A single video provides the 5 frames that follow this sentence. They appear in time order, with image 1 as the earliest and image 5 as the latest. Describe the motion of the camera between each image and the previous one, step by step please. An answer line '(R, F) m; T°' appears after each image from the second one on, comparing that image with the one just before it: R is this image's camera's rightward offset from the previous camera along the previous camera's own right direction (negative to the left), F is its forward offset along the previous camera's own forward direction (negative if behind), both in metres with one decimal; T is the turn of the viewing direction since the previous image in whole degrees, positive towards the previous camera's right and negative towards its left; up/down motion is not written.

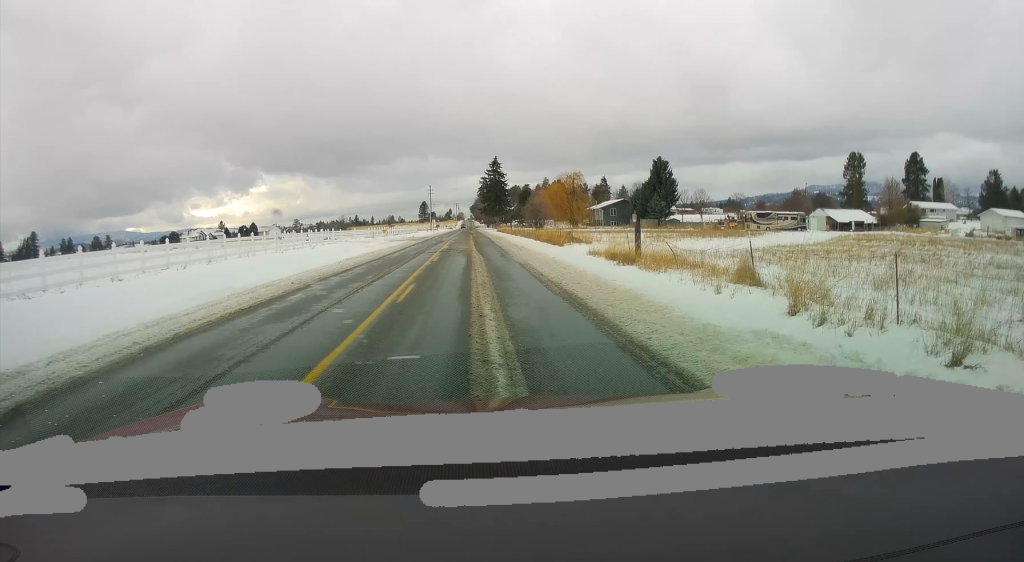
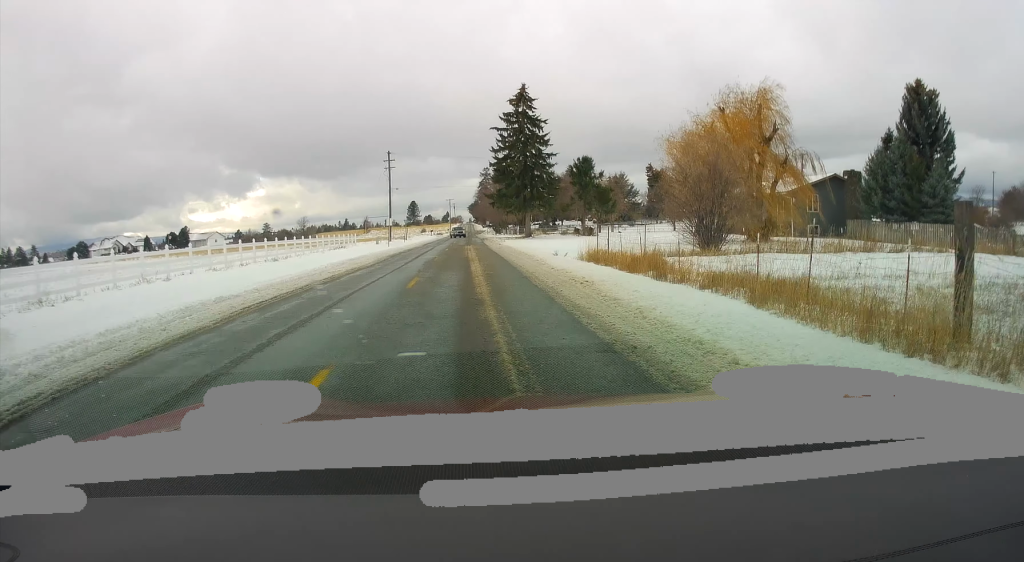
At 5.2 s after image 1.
(+2.5, +81.2) m; +2°
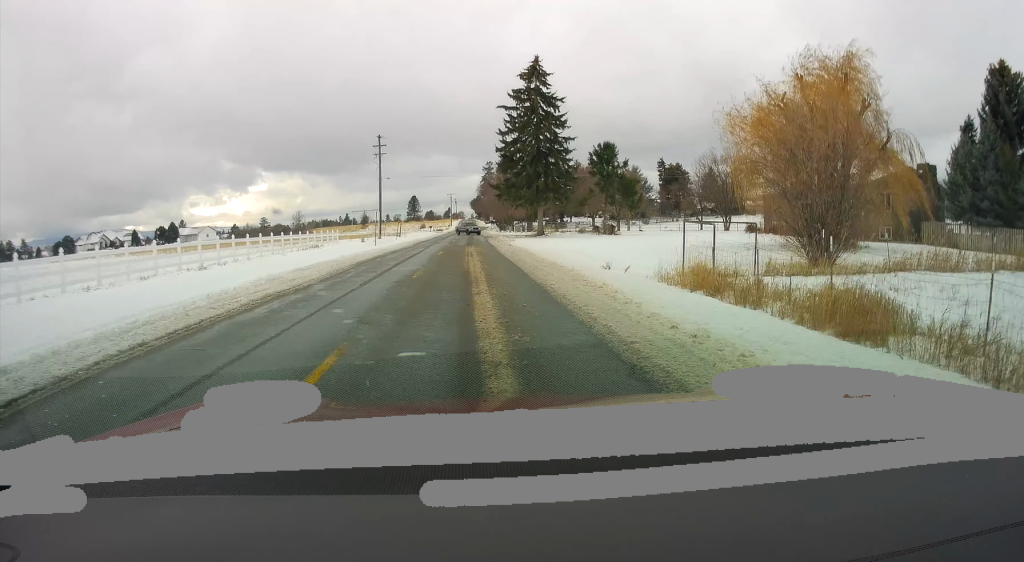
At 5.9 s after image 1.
(0.0, +11.0) m; 0°
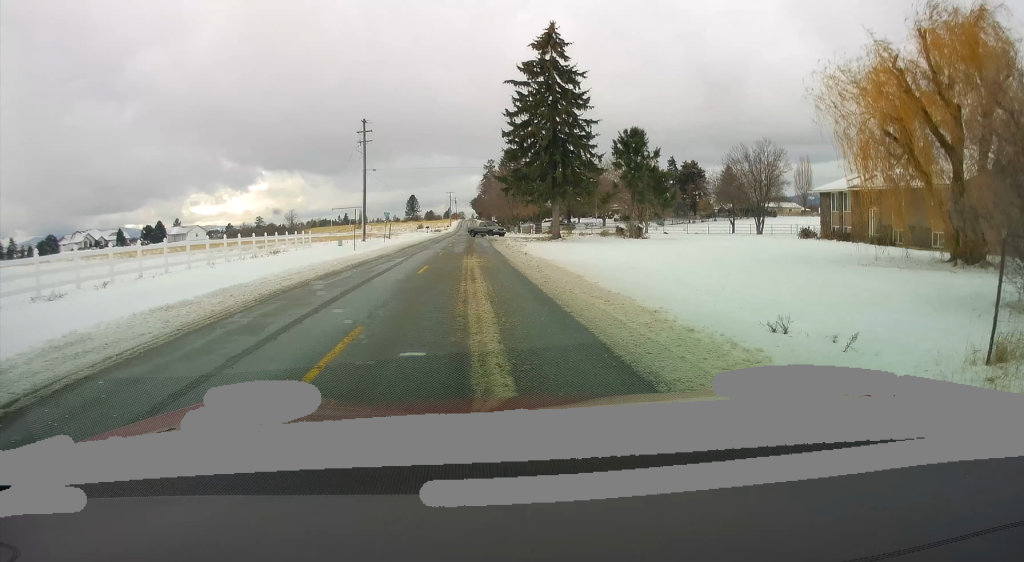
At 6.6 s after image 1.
(0.0, +11.0) m; 0°
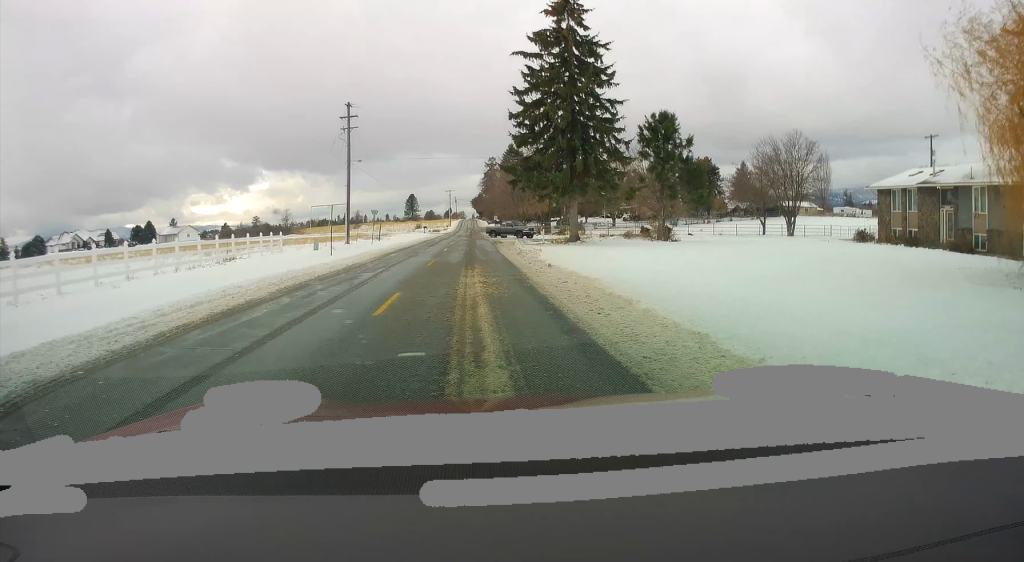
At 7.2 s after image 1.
(0.0, +8.4) m; 0°
